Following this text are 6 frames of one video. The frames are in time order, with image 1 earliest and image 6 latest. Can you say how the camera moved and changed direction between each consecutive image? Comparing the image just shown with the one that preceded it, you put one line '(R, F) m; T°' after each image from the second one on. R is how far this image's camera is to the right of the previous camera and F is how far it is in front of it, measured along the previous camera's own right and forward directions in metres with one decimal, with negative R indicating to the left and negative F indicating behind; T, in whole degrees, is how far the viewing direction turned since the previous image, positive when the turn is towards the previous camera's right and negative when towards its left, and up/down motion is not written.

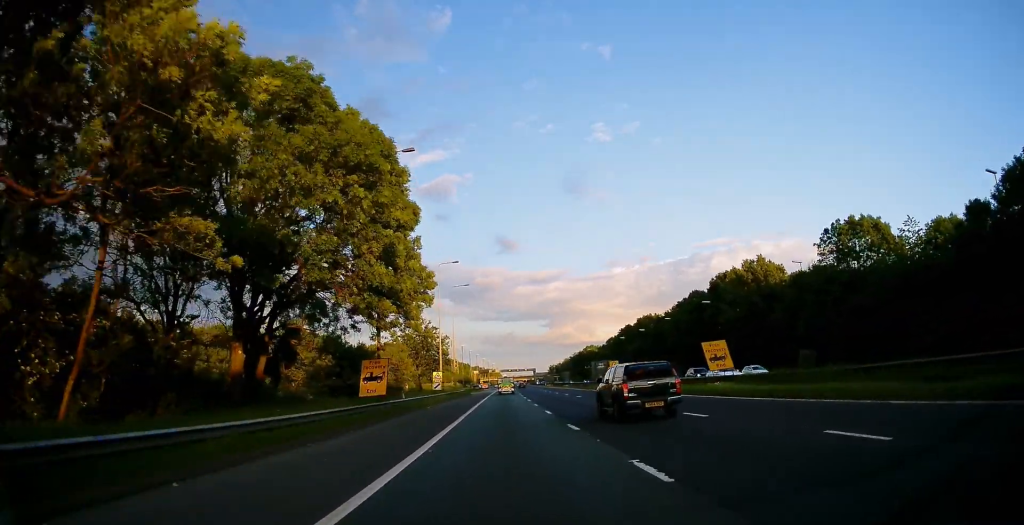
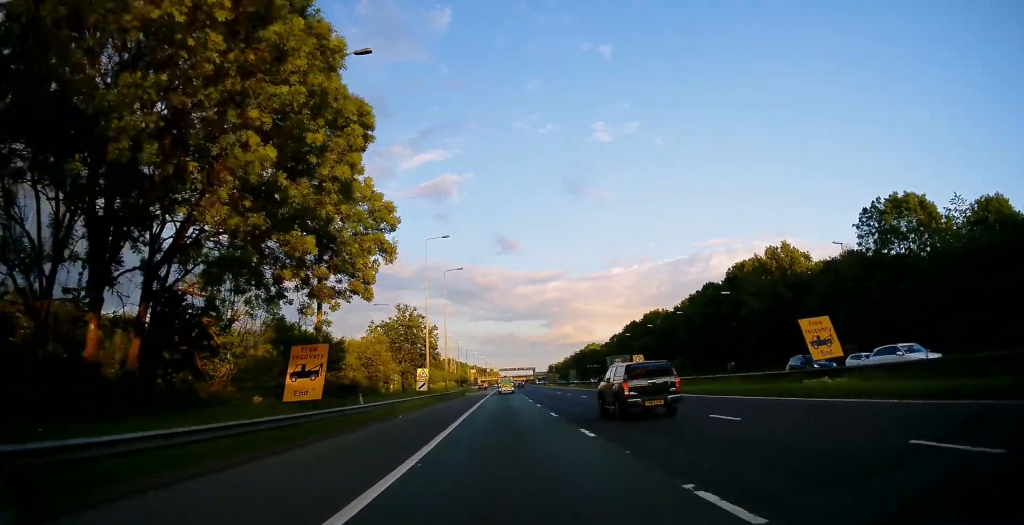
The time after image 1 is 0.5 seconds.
(-0.3, +11.1) m; 0°
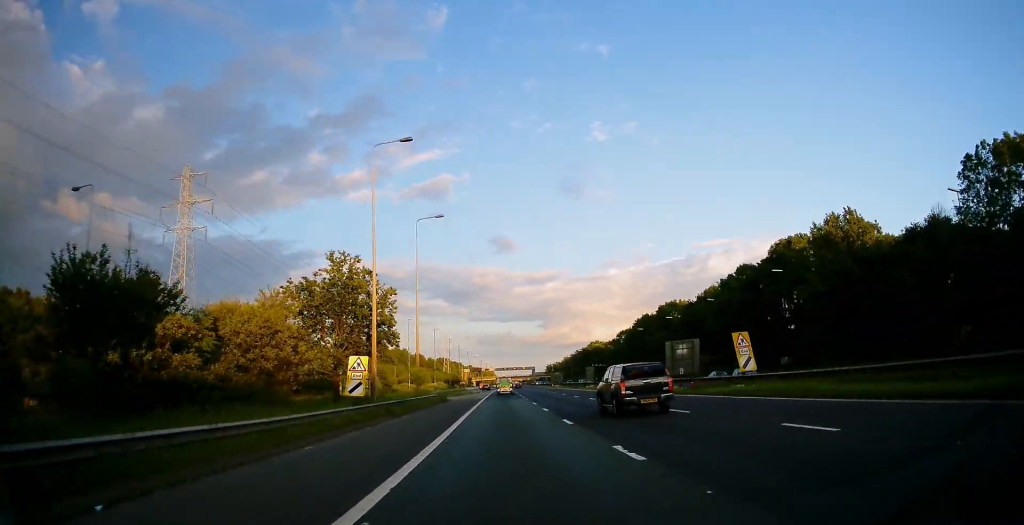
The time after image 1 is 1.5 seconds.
(0.0, +23.2) m; 0°
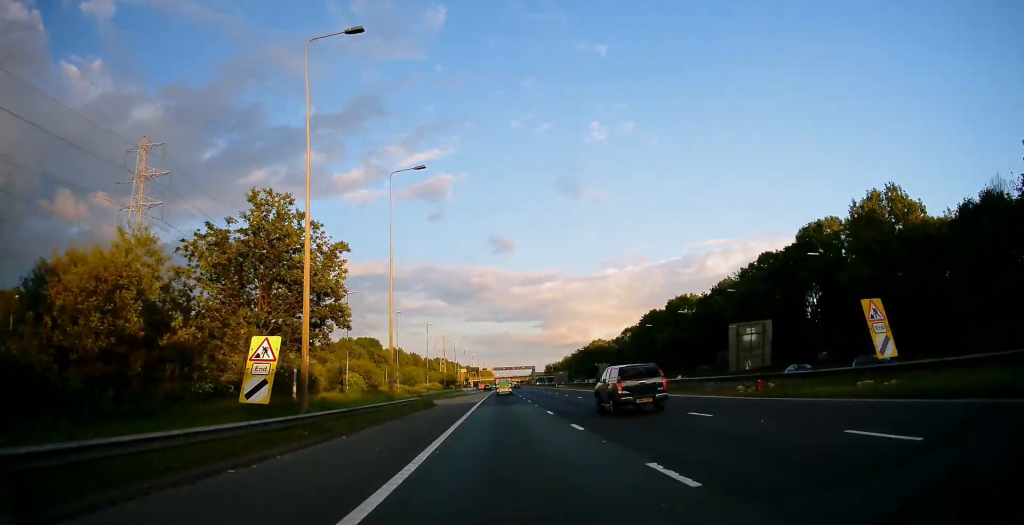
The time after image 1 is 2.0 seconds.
(+0.1, +12.1) m; 0°
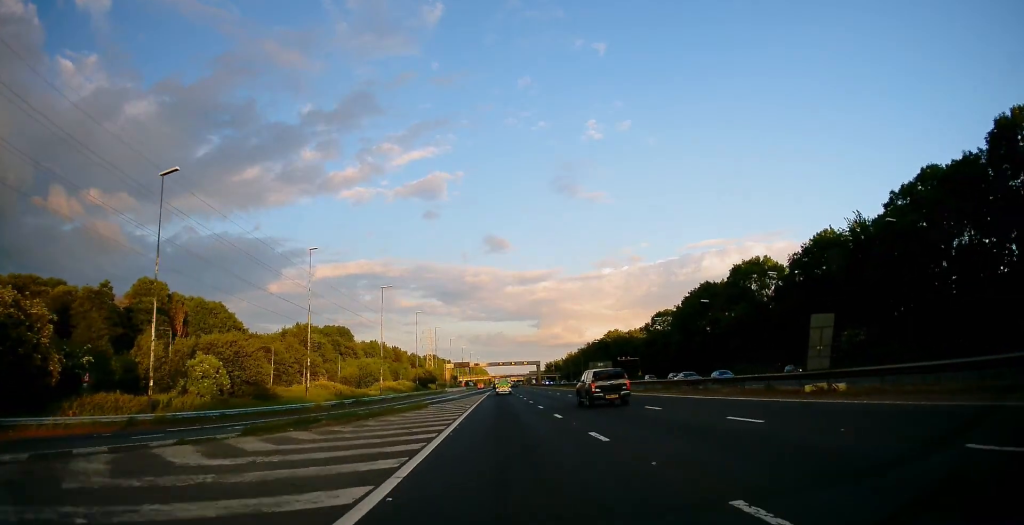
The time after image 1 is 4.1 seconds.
(+0.6, +48.5) m; +1°
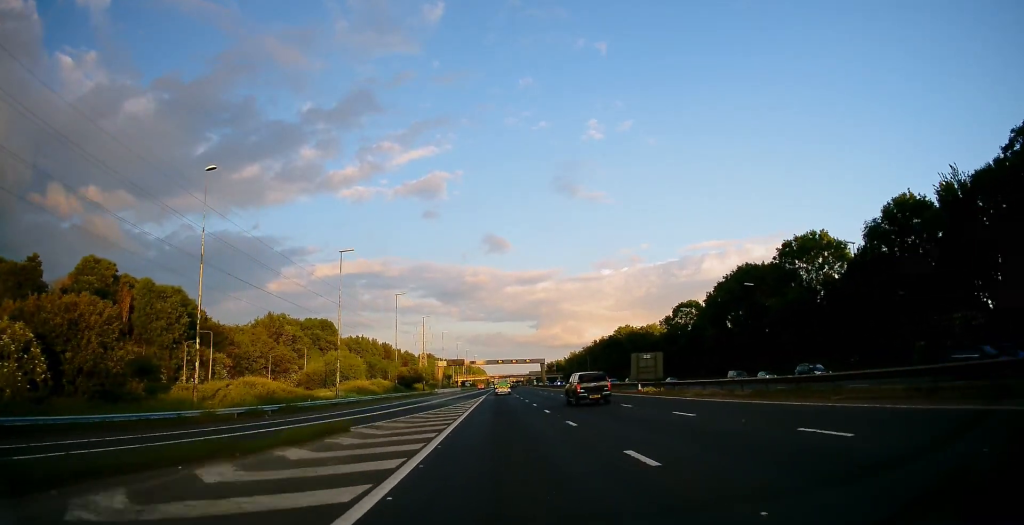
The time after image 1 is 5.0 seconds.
(-0.3, +22.2) m; 0°
